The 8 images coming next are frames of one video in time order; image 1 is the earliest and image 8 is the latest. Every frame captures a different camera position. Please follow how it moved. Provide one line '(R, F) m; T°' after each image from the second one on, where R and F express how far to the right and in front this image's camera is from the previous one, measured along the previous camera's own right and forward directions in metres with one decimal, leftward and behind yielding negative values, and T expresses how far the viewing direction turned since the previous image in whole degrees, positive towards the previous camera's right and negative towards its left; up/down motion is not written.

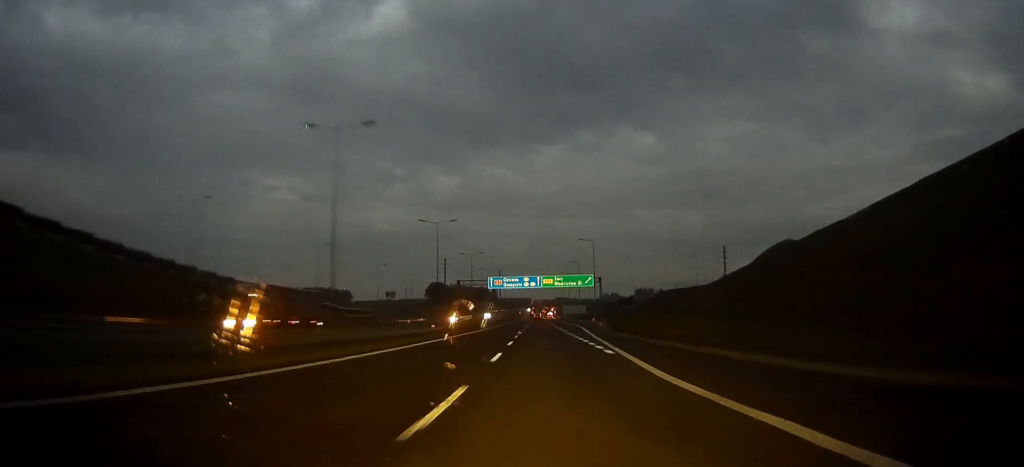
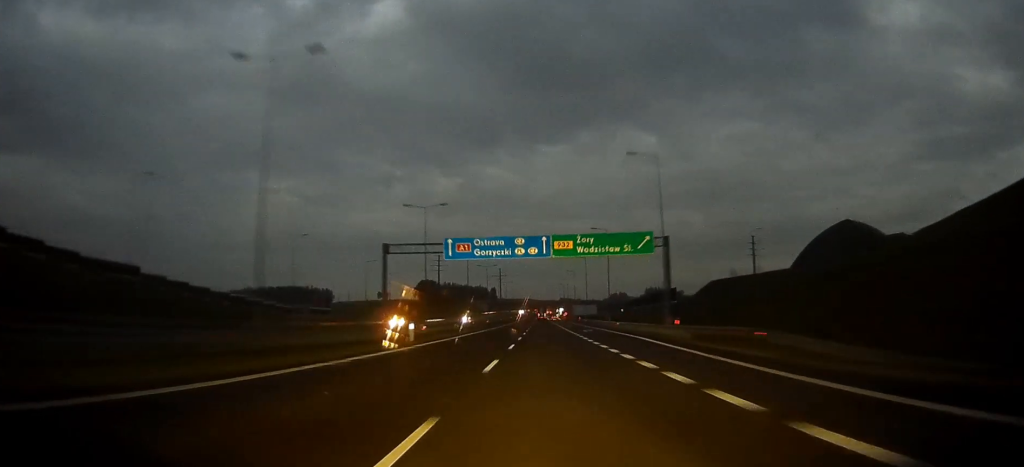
(-0.2, +51.5) m; 0°
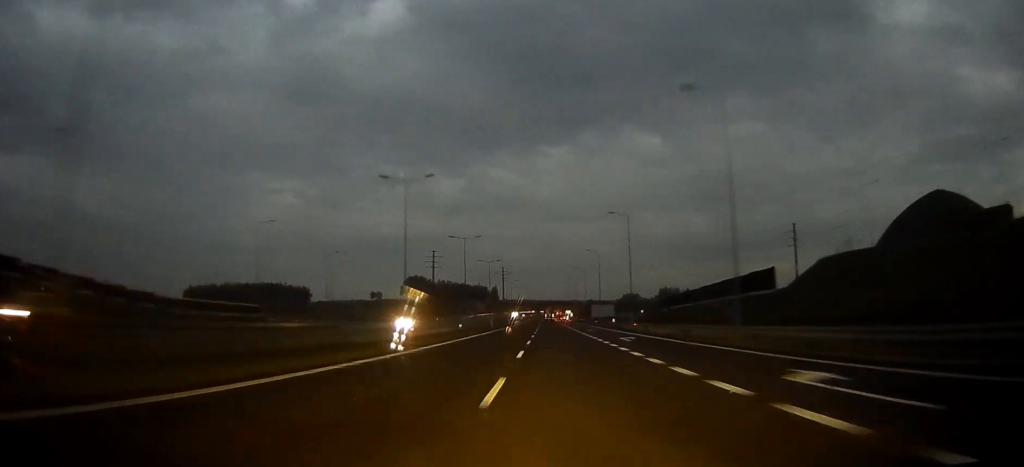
(-0.2, +54.1) m; 0°
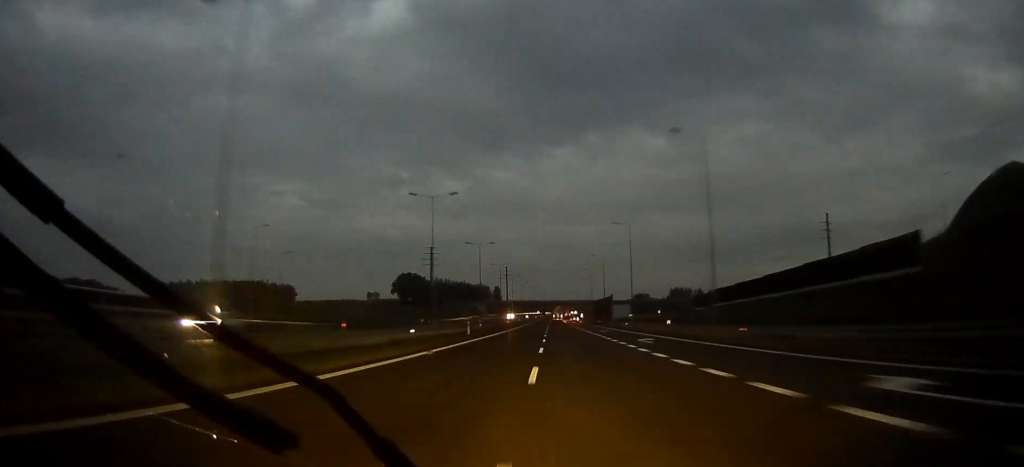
(-0.1, +32.9) m; 0°
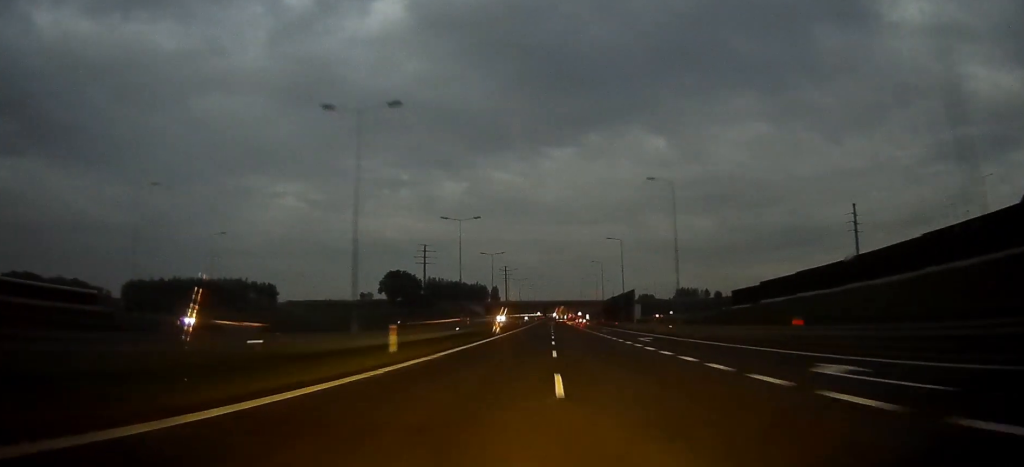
(0.0, +26.3) m; 0°
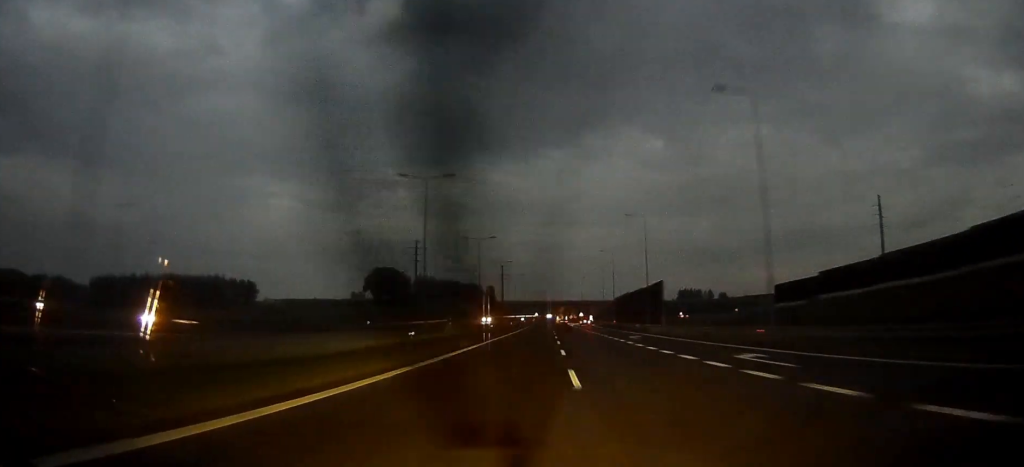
(0.0, +22.3) m; 0°
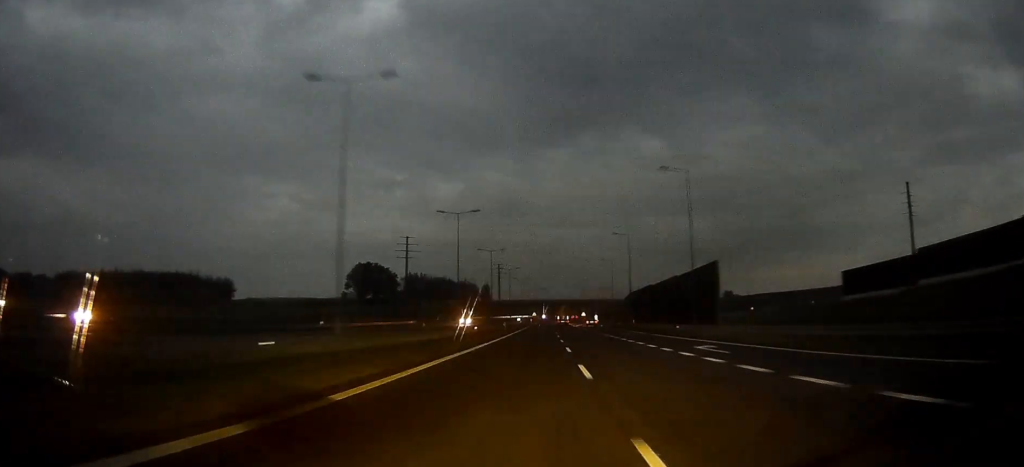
(0.0, +22.4) m; 0°
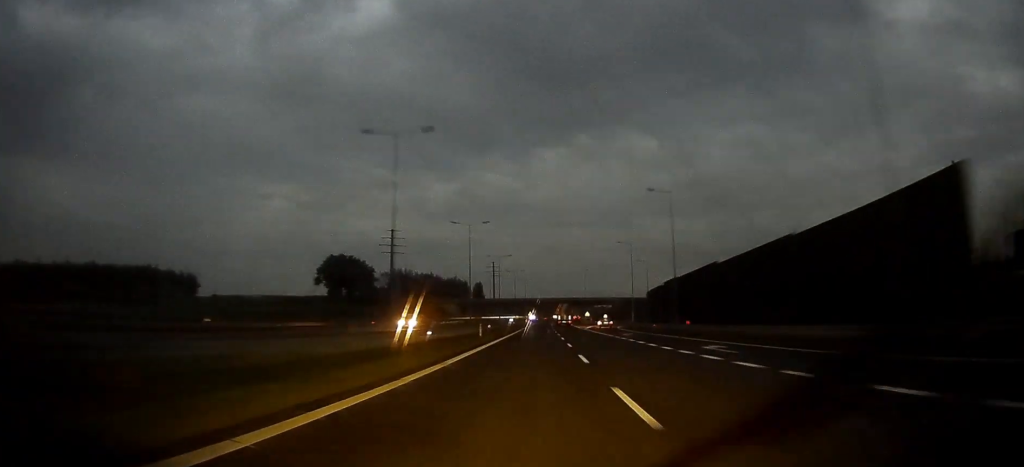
(0.0, +30.3) m; 0°
